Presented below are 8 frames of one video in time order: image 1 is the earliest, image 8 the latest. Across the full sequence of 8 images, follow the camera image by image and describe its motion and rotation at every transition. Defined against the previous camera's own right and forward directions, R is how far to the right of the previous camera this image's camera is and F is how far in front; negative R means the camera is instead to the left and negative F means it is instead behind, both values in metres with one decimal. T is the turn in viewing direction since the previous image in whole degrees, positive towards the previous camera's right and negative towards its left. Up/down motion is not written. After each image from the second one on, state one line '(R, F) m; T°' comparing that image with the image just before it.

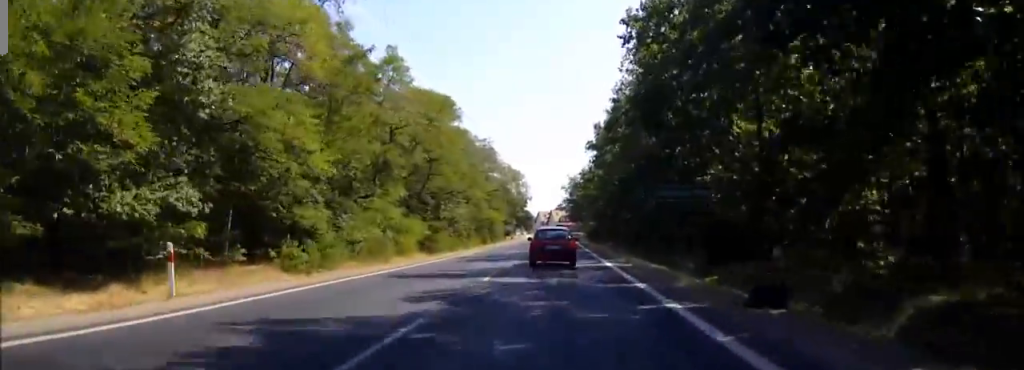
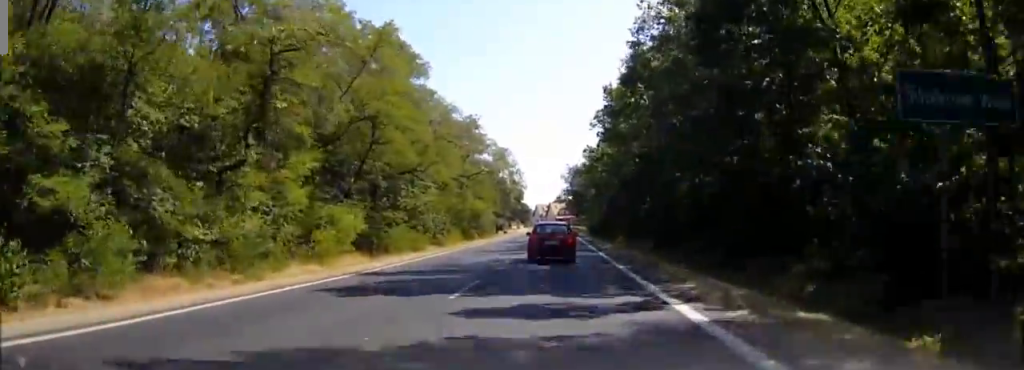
(+0.1, +17.5) m; 0°
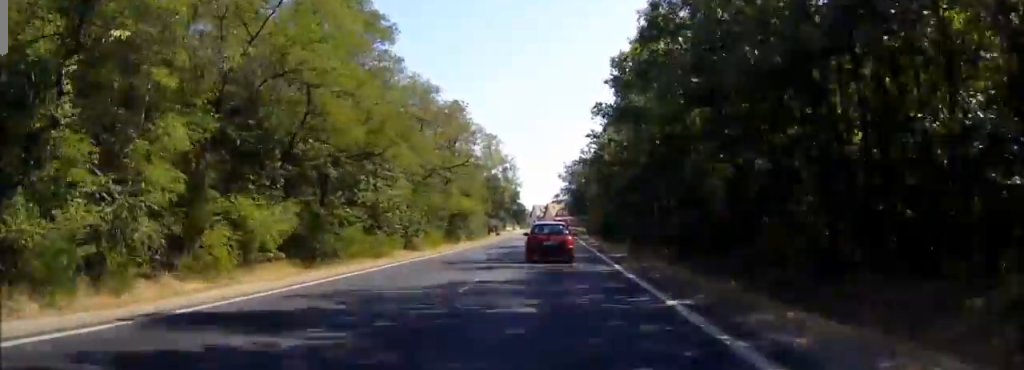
(0.0, +10.6) m; 0°
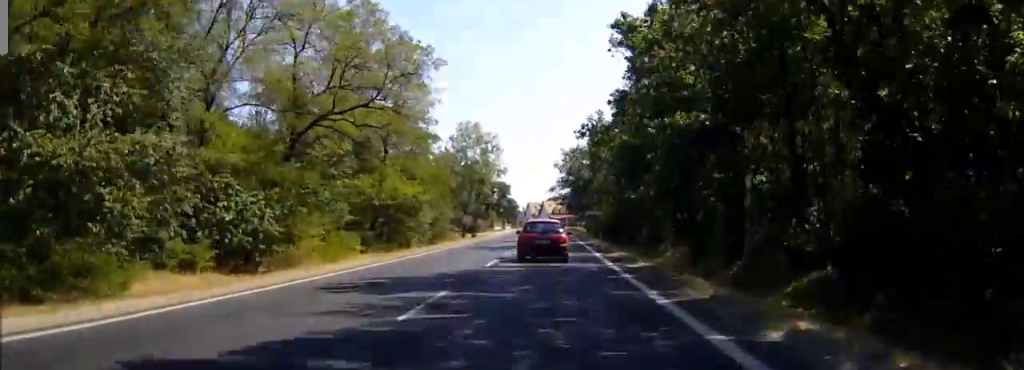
(+0.1, +28.4) m; 0°
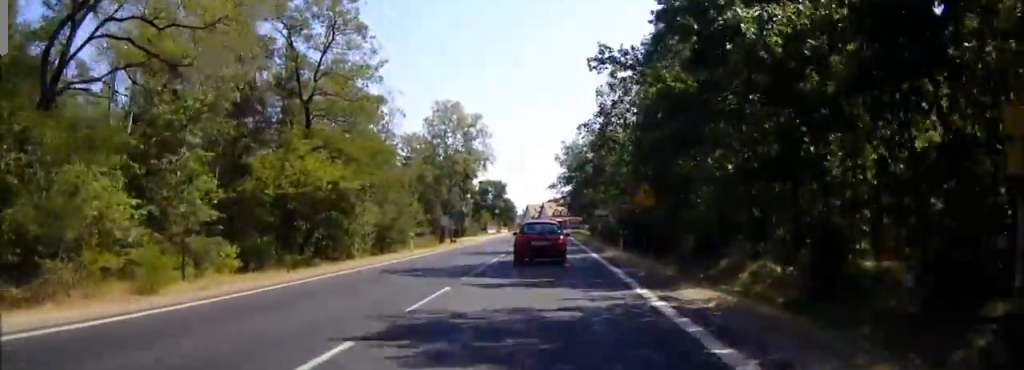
(0.0, +17.7) m; 0°
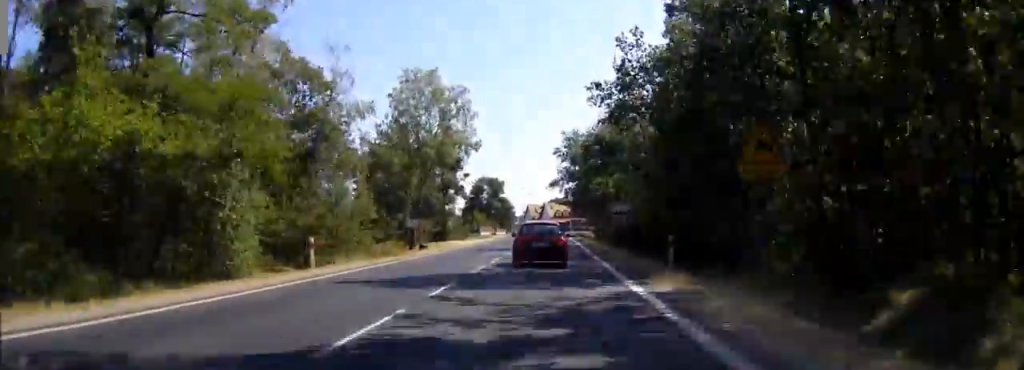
(0.0, +16.3) m; 0°
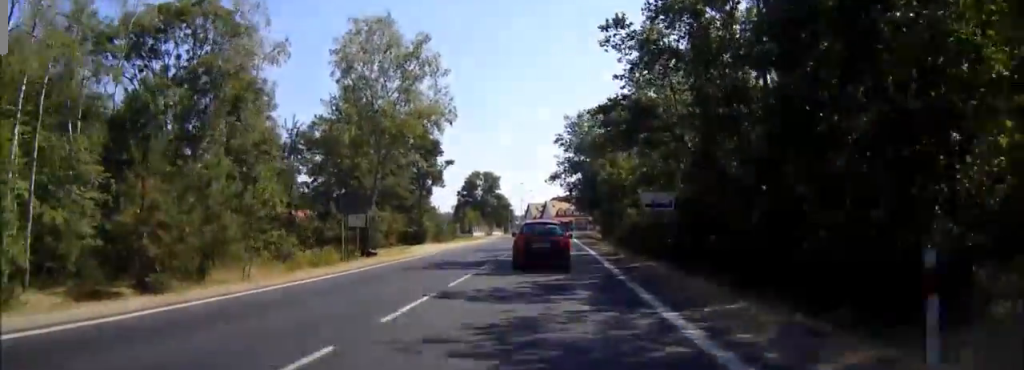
(0.0, +15.5) m; 0°
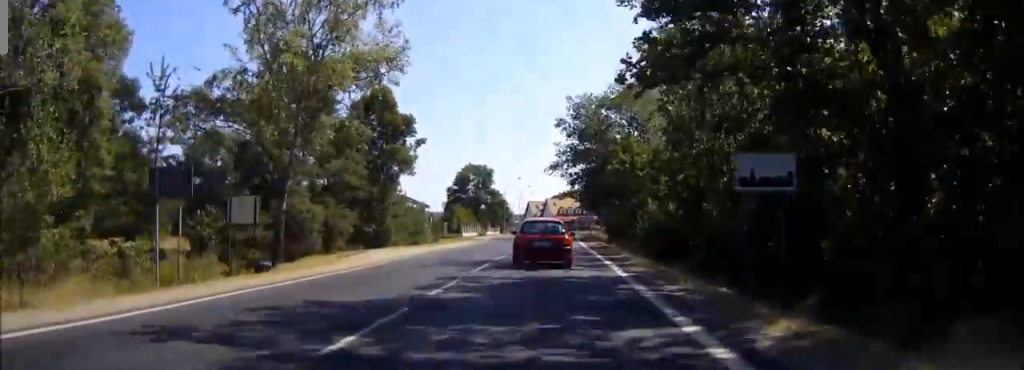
(-0.1, +14.6) m; 0°
